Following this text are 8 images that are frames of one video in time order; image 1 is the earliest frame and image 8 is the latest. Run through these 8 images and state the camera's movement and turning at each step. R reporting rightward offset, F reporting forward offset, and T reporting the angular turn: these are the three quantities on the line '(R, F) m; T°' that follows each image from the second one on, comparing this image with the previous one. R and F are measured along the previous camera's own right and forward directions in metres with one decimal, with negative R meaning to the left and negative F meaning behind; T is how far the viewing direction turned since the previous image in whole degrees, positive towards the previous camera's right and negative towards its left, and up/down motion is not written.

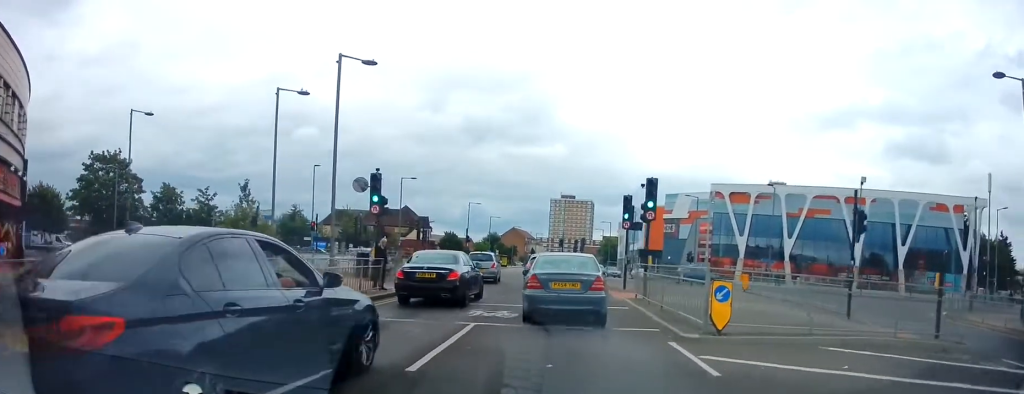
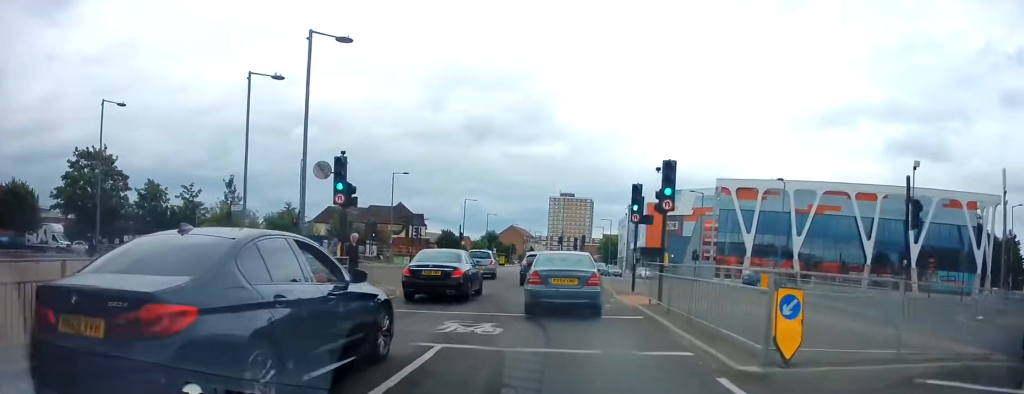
(0.0, +2.9) m; -1°
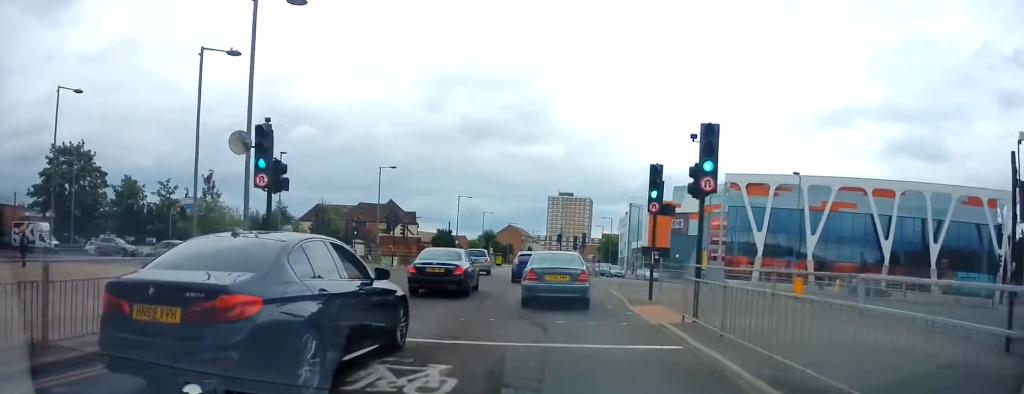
(-0.3, +4.3) m; -3°
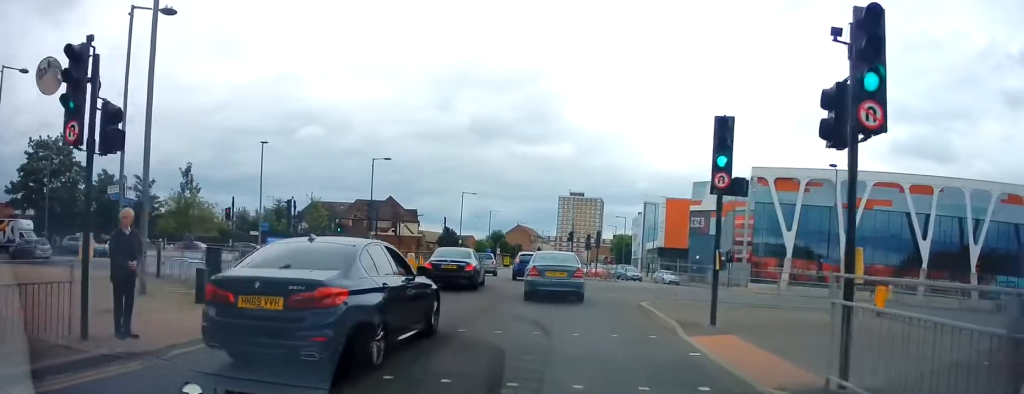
(0.0, +5.9) m; -1°
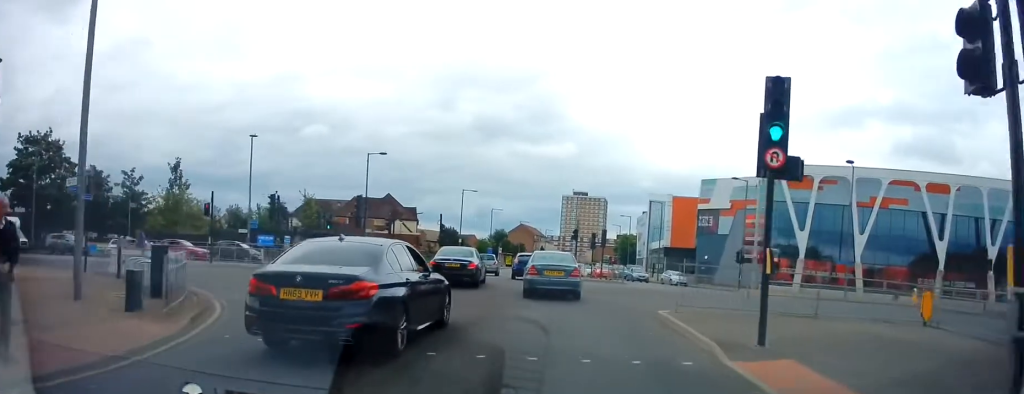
(0.0, +2.6) m; -2°
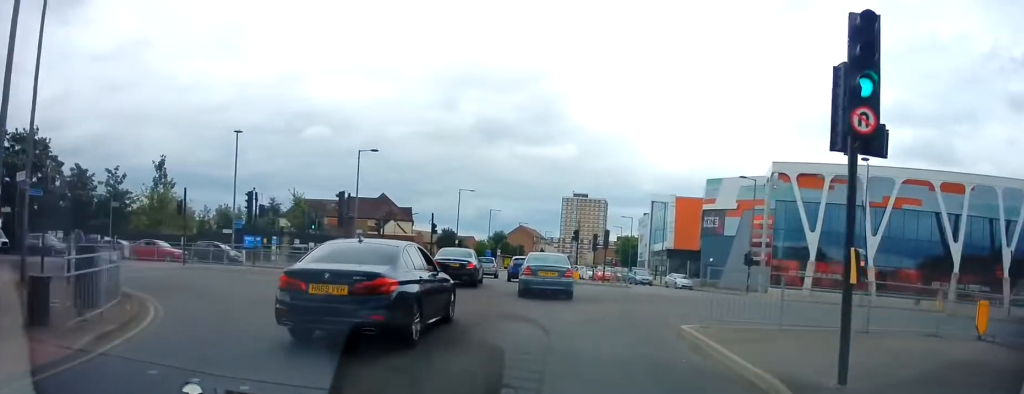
(+0.1, +2.6) m; -2°
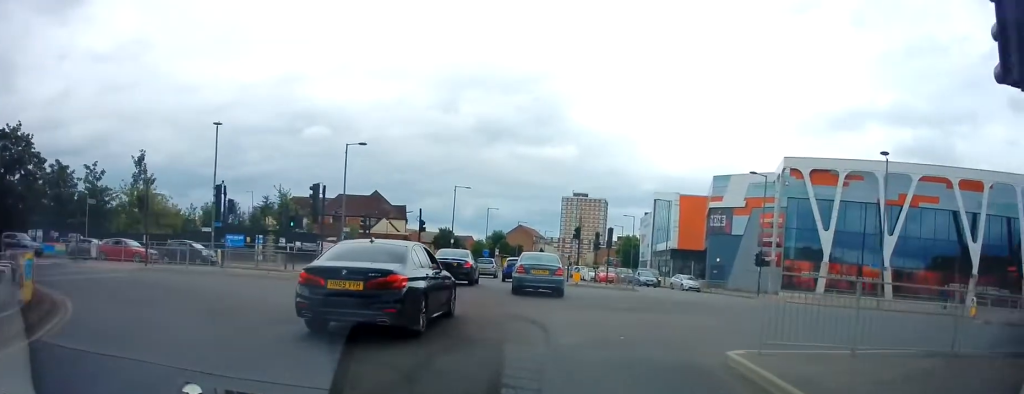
(-0.2, +3.0) m; 0°
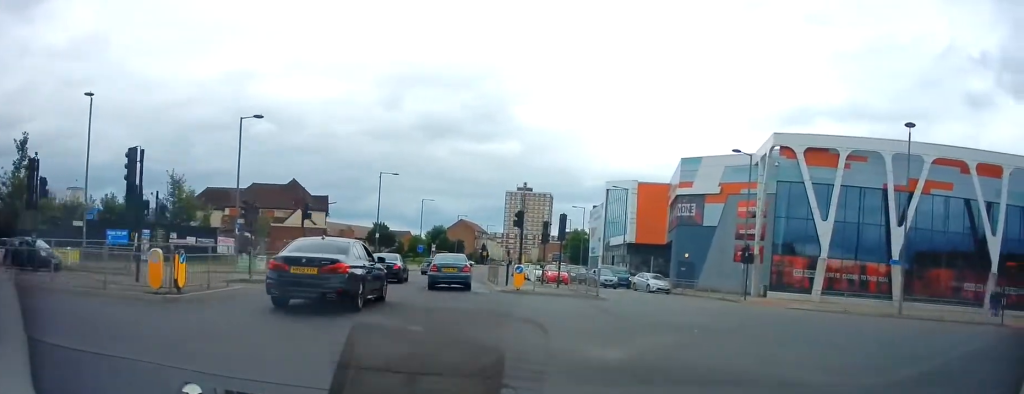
(+0.4, +9.0) m; +12°
